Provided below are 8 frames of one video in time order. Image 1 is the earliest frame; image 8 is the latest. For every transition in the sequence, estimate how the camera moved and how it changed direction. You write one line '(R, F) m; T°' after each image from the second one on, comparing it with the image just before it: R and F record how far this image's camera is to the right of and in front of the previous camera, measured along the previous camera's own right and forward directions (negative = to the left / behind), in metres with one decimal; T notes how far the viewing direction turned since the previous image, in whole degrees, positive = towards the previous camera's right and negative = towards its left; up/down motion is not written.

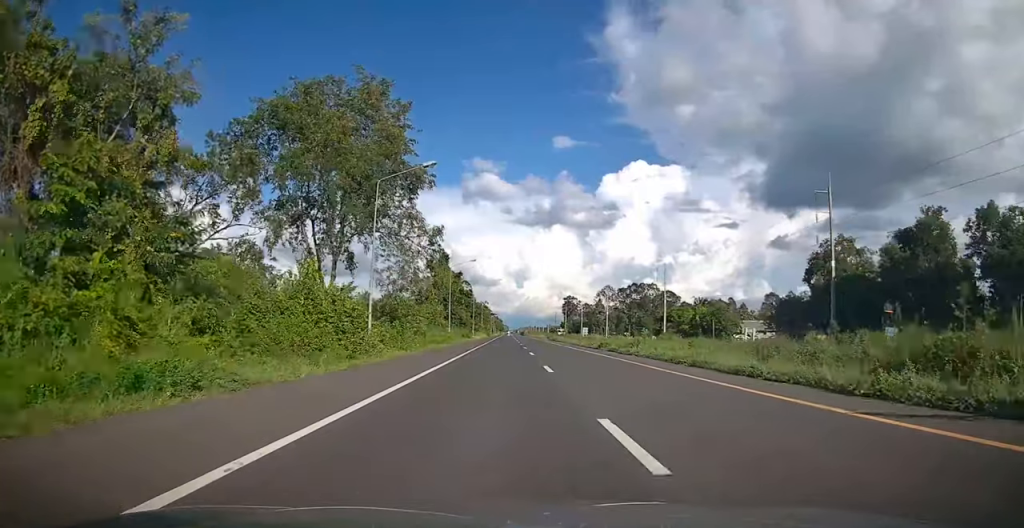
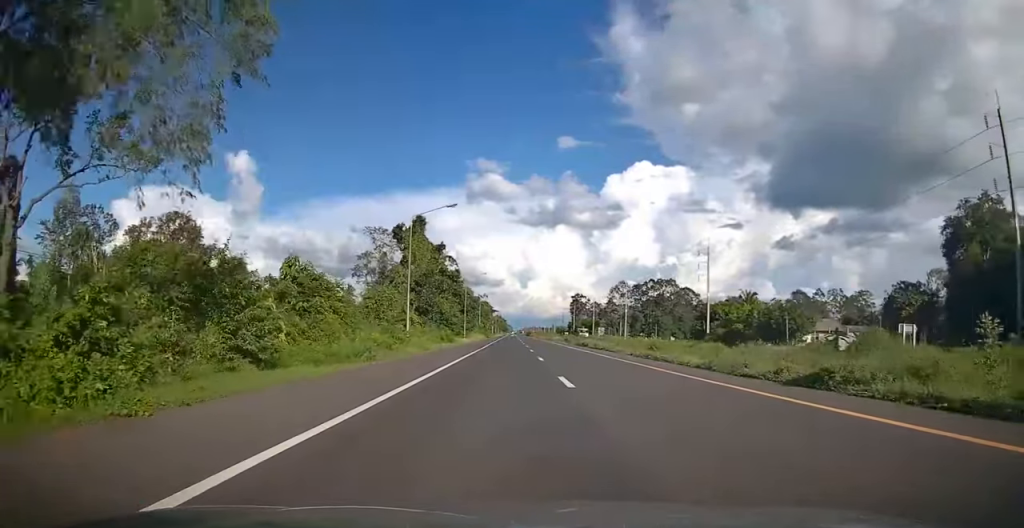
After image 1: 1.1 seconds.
(-0.1, +28.5) m; 0°
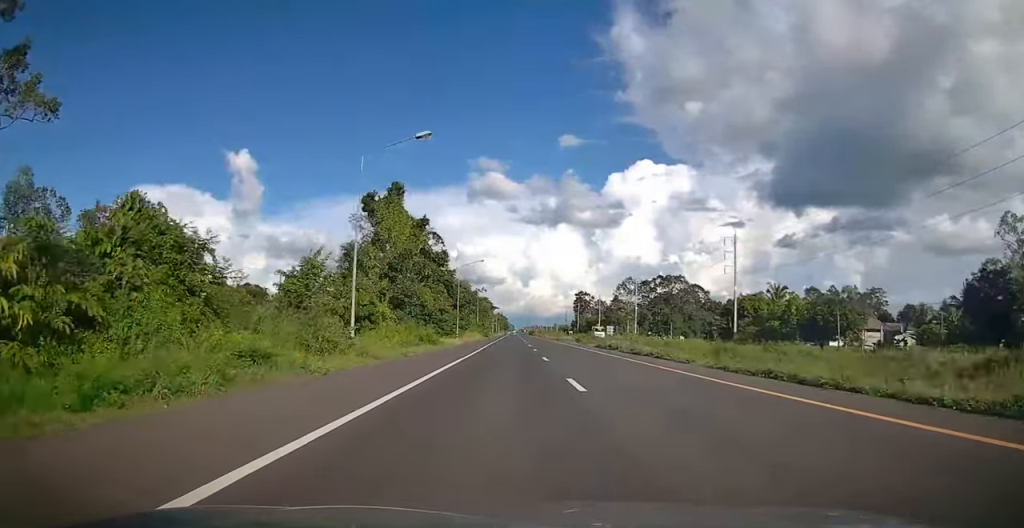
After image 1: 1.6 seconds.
(0.0, +13.1) m; 0°
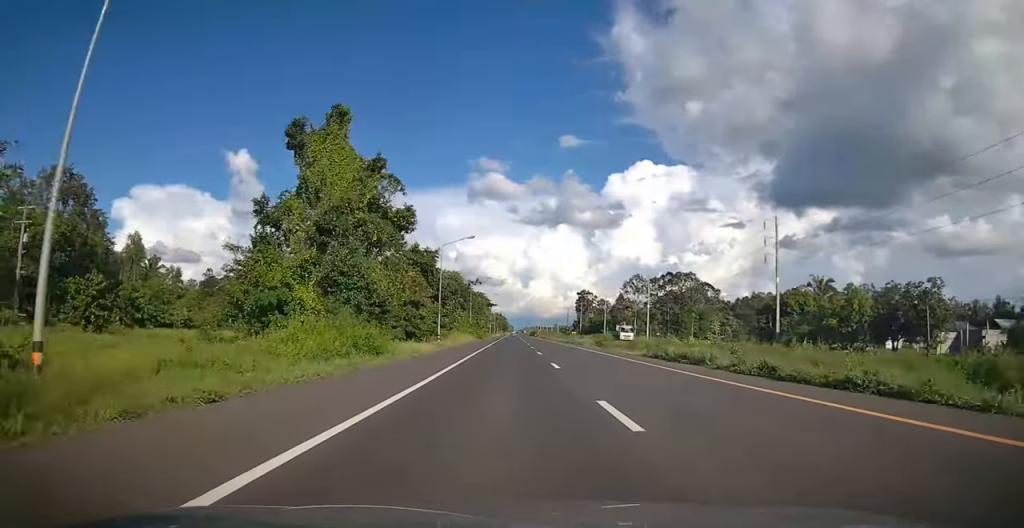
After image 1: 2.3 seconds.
(+0.1, +16.5) m; 0°
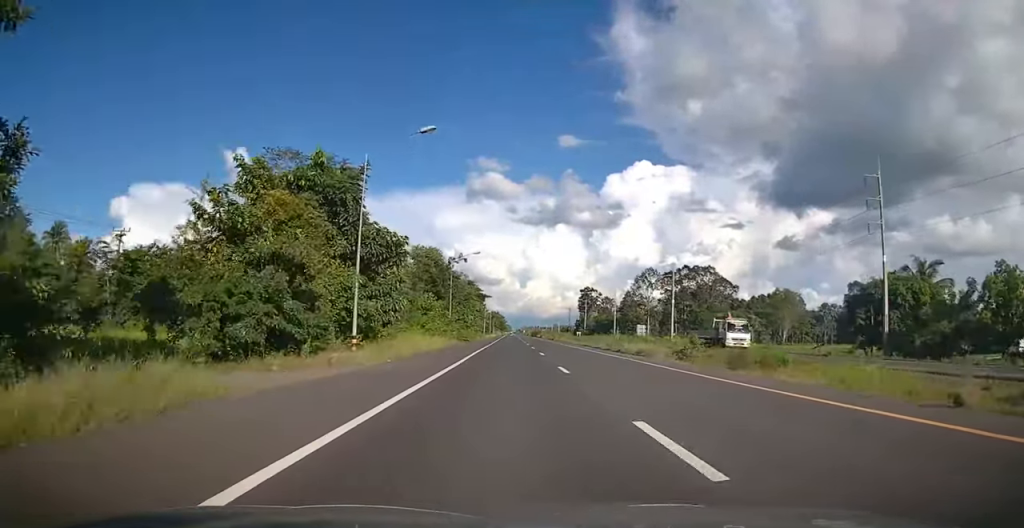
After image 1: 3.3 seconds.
(-0.1, +26.3) m; 0°
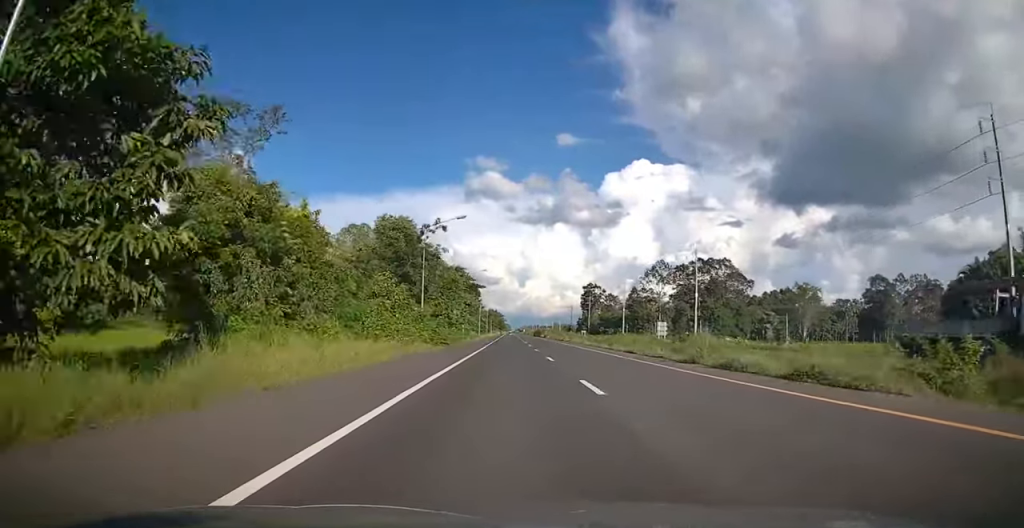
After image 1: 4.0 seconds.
(0.0, +17.8) m; 0°
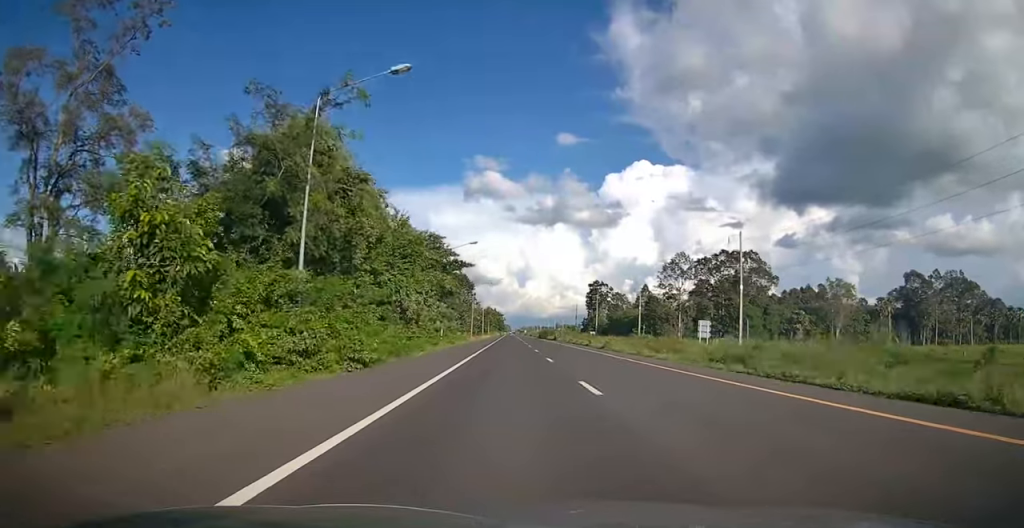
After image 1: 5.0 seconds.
(0.0, +23.5) m; 0°
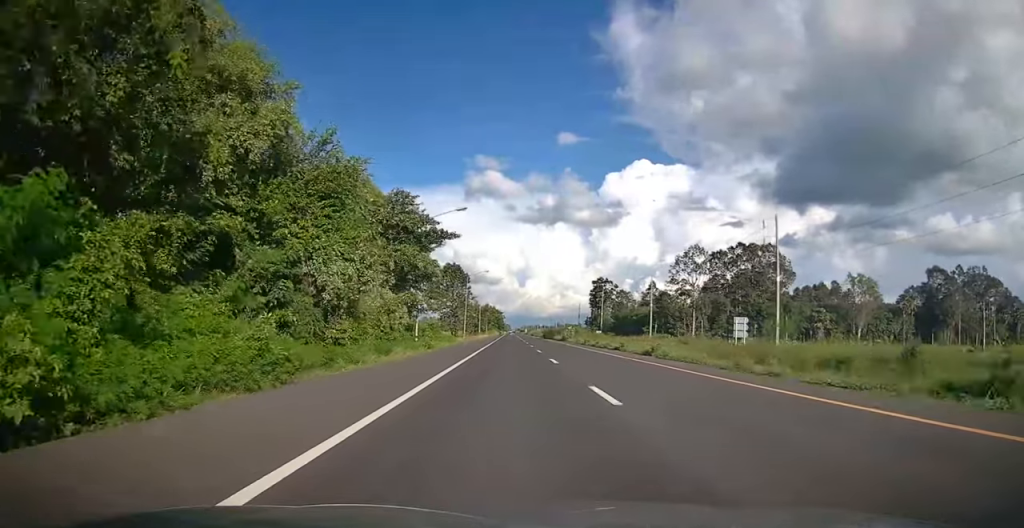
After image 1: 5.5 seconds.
(0.0, +13.7) m; 0°
